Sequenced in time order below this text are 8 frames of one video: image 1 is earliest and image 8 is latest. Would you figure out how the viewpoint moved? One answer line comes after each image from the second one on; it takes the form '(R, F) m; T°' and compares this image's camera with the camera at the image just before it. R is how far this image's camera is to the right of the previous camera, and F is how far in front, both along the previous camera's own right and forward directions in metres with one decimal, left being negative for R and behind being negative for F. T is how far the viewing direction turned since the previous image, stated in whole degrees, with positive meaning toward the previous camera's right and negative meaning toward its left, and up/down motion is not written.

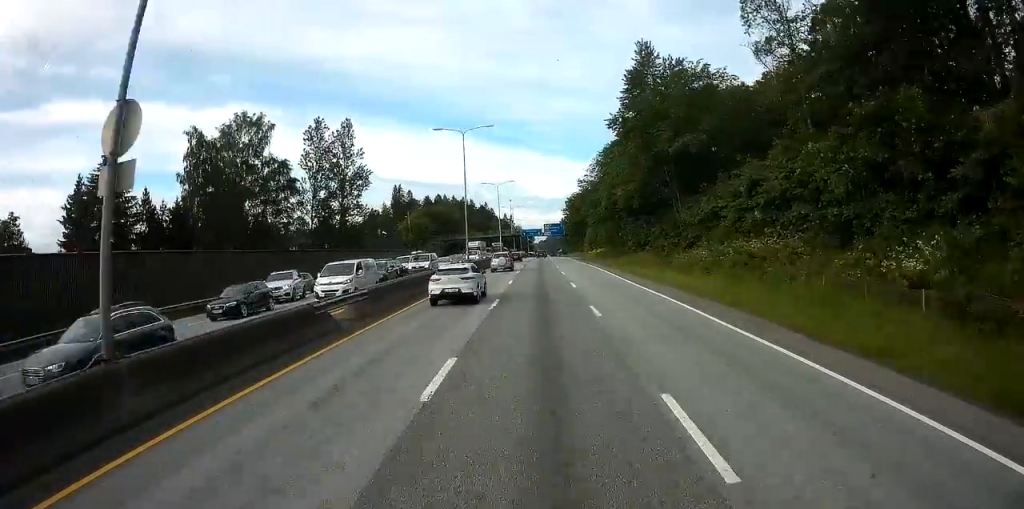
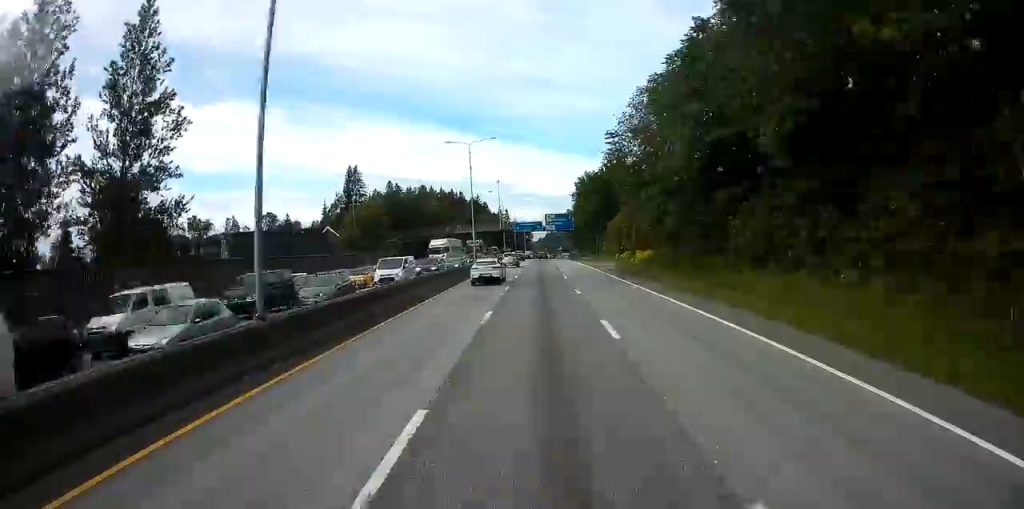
(+0.3, +39.1) m; +1°
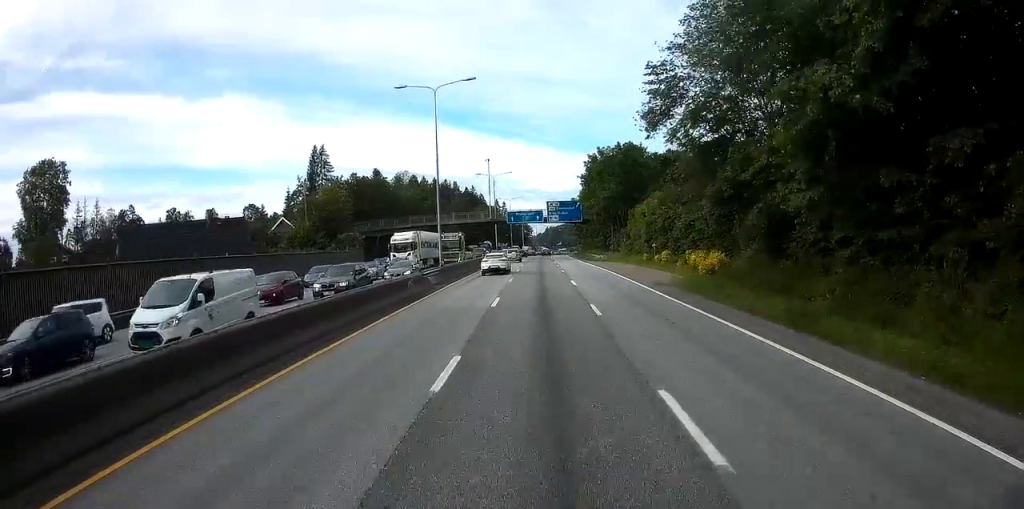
(+0.1, +20.1) m; 0°
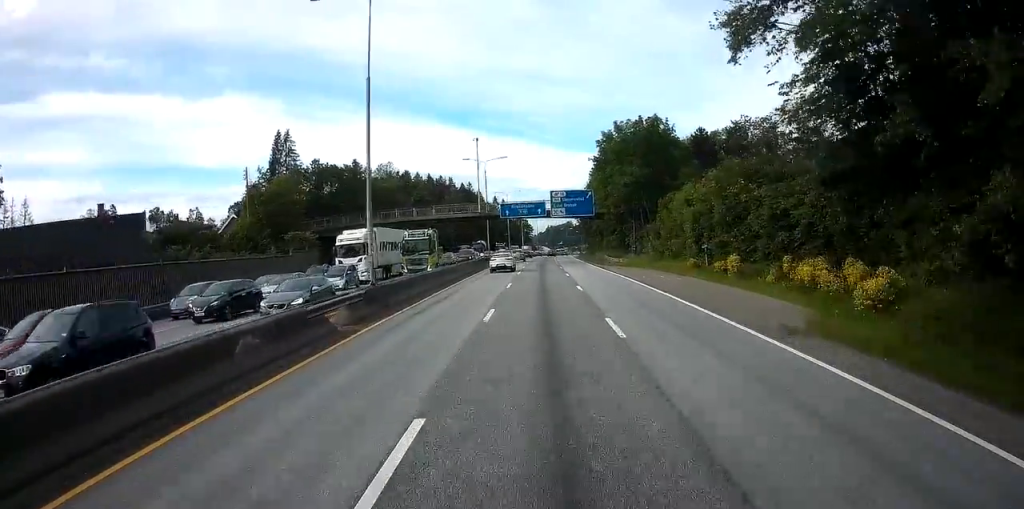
(0.0, +15.9) m; 0°
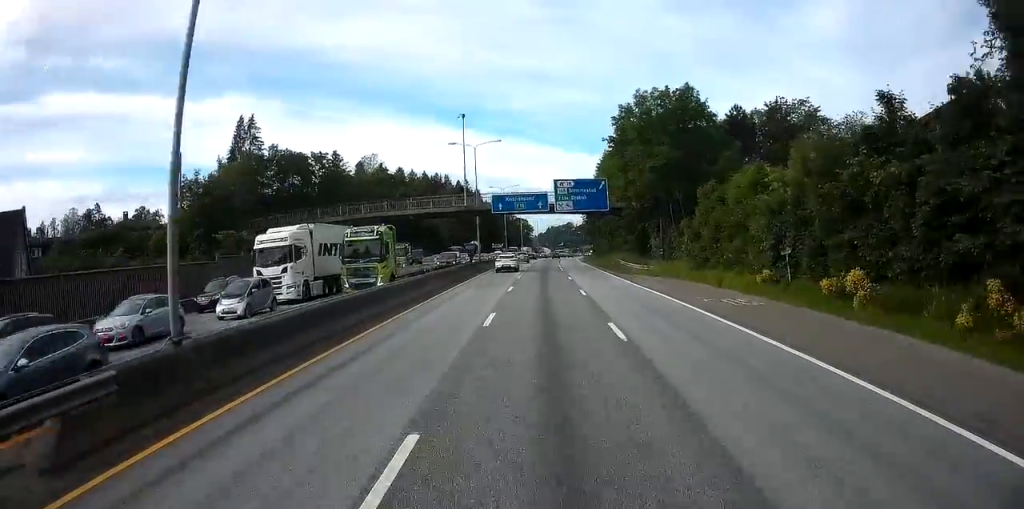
(0.0, +11.7) m; 0°
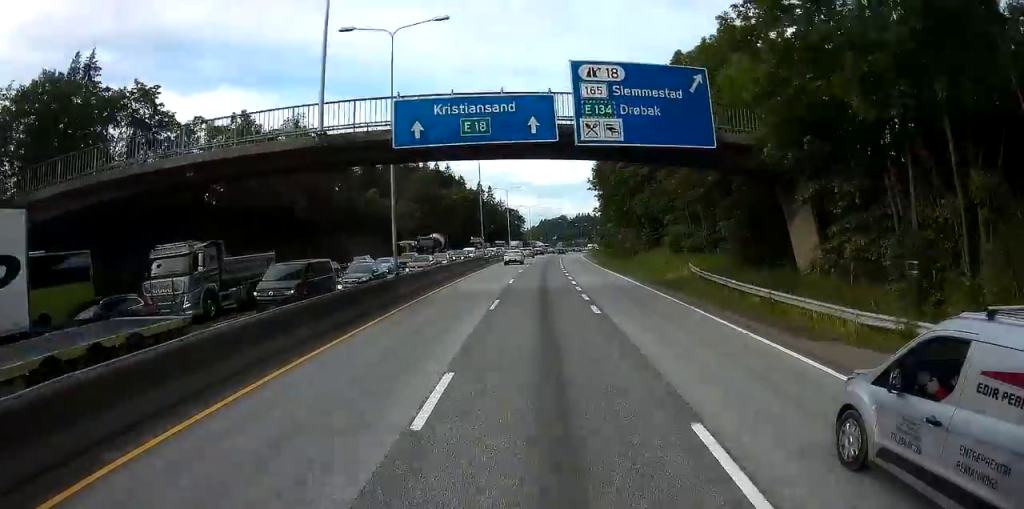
(+0.3, +32.4) m; +1°
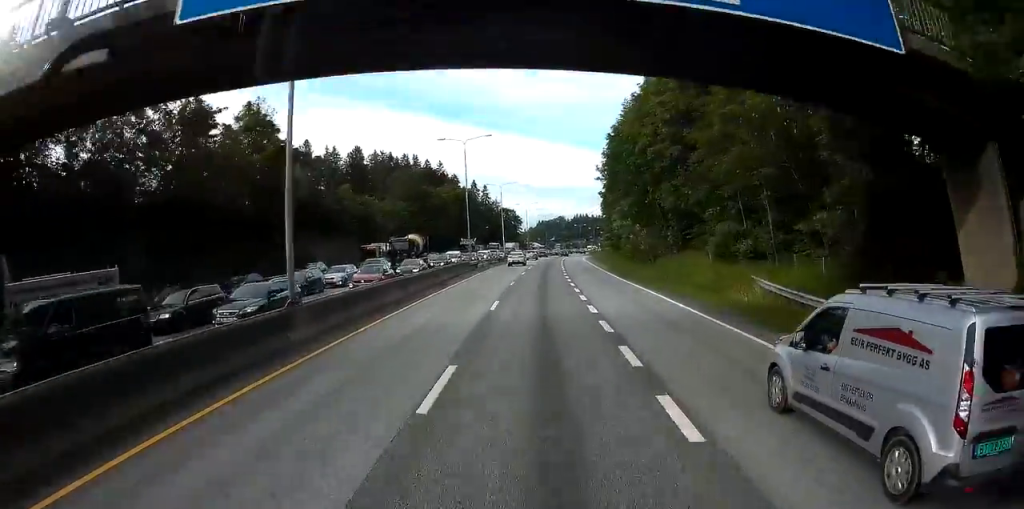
(0.0, +11.1) m; 0°
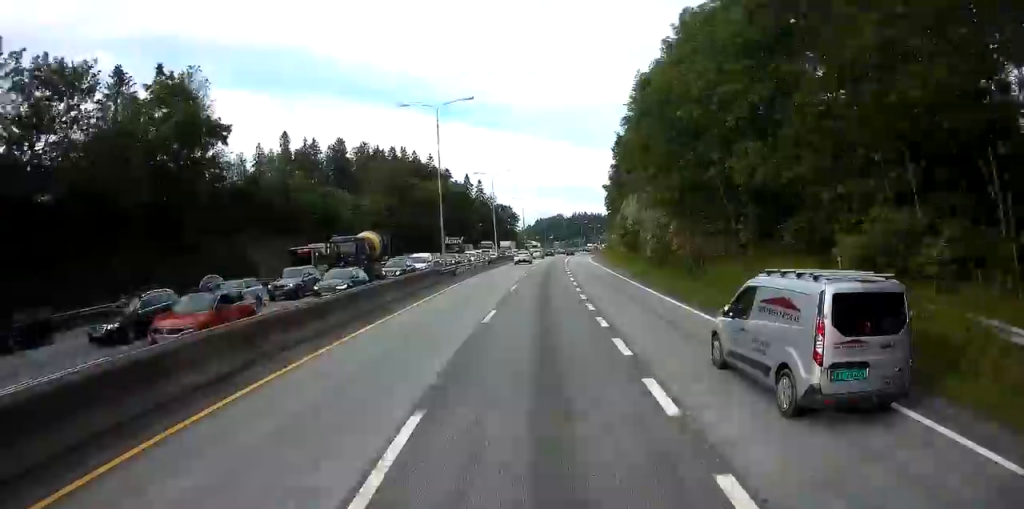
(0.0, +14.6) m; 0°
